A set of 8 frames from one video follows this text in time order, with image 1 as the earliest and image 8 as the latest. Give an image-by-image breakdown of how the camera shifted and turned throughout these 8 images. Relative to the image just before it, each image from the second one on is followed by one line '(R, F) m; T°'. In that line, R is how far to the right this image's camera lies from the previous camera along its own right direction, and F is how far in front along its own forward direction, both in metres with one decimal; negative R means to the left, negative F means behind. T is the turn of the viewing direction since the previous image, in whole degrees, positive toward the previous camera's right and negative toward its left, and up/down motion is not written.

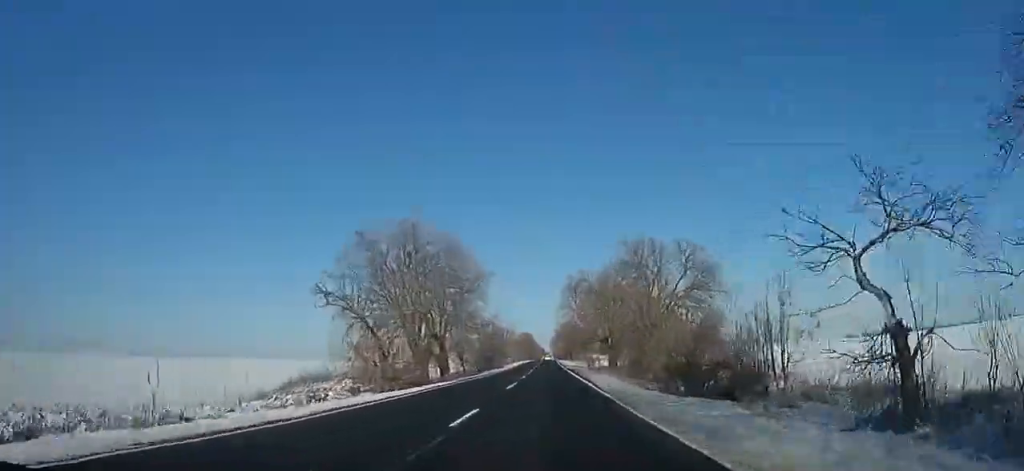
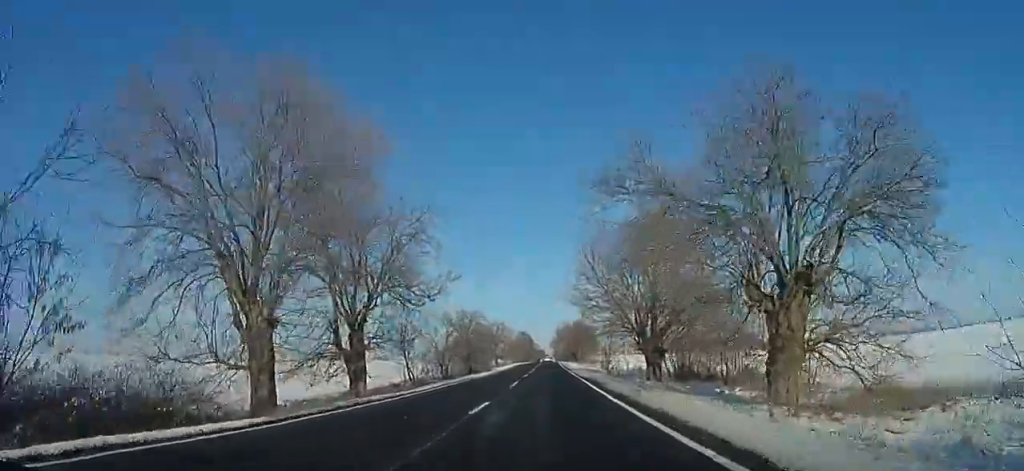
(+0.1, +21.3) m; +5°
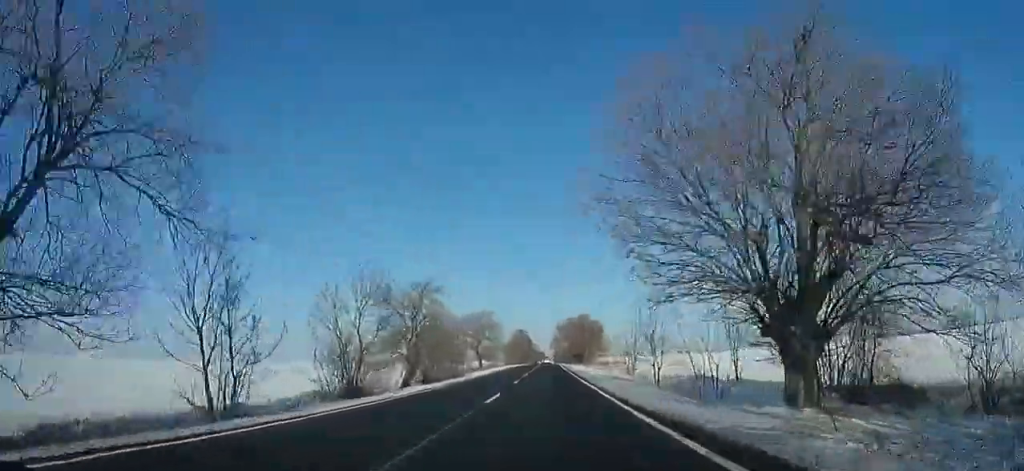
(+6.9, +20.5) m; +5°
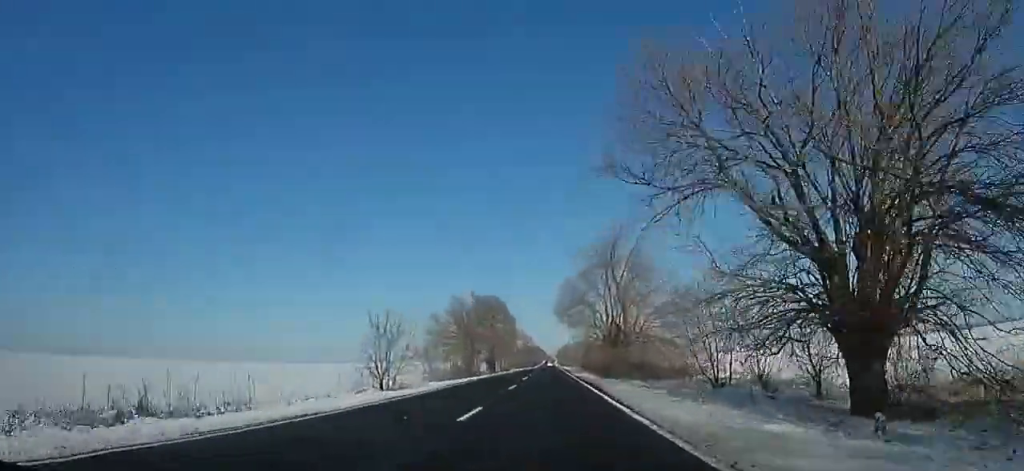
(-5.1, +100.1) m; -7°
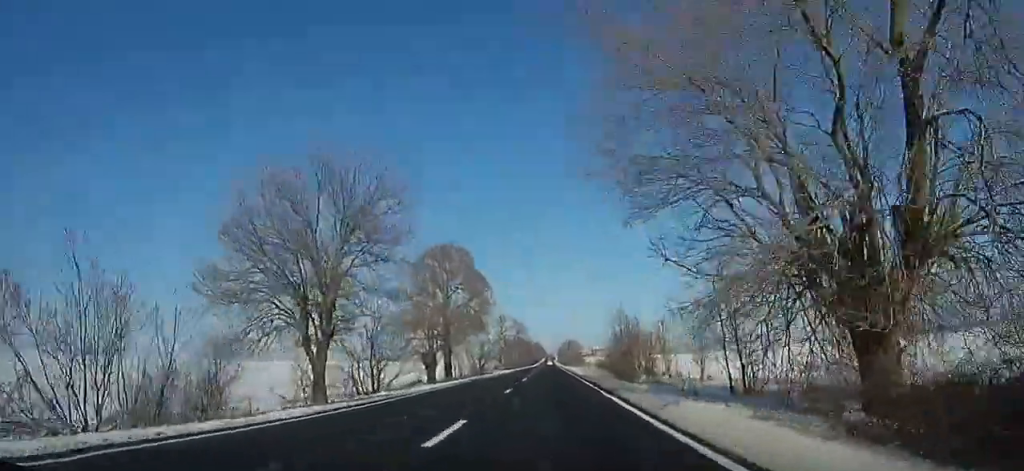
(-0.1, +39.0) m; 0°
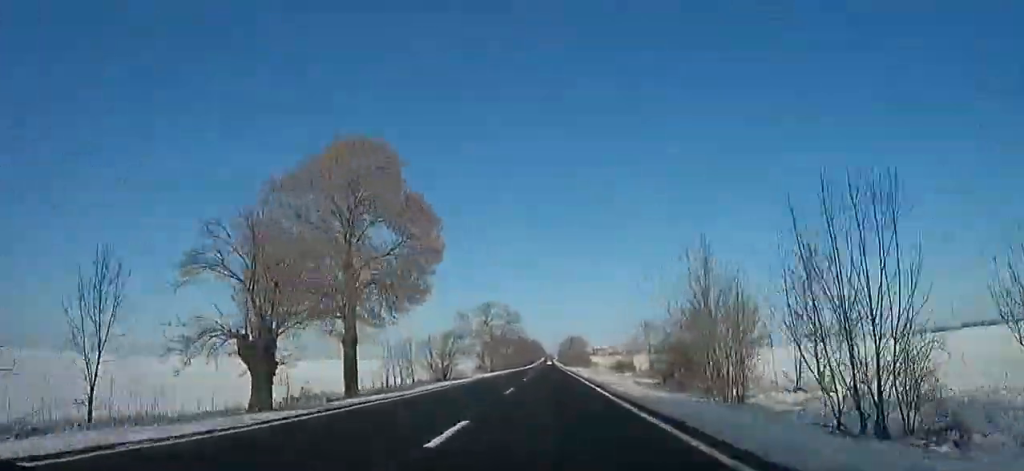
(-0.1, +23.7) m; 0°
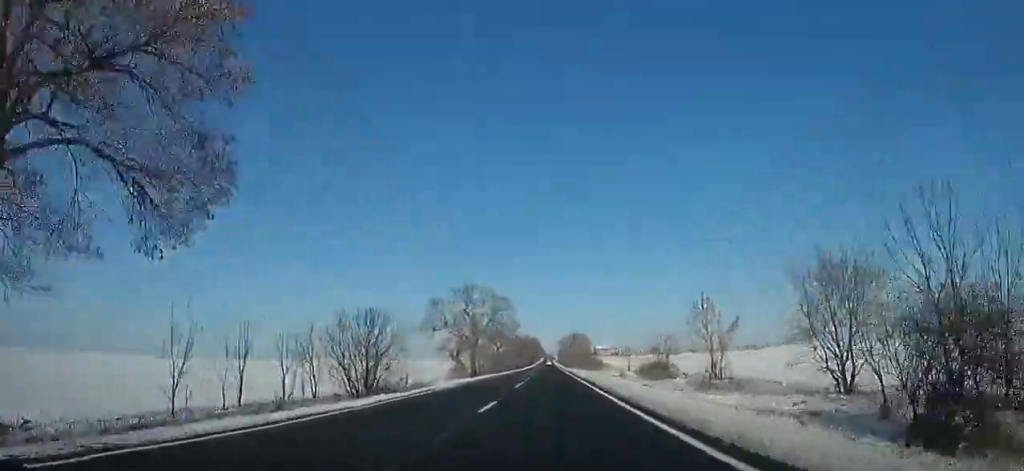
(0.0, +19.0) m; +1°
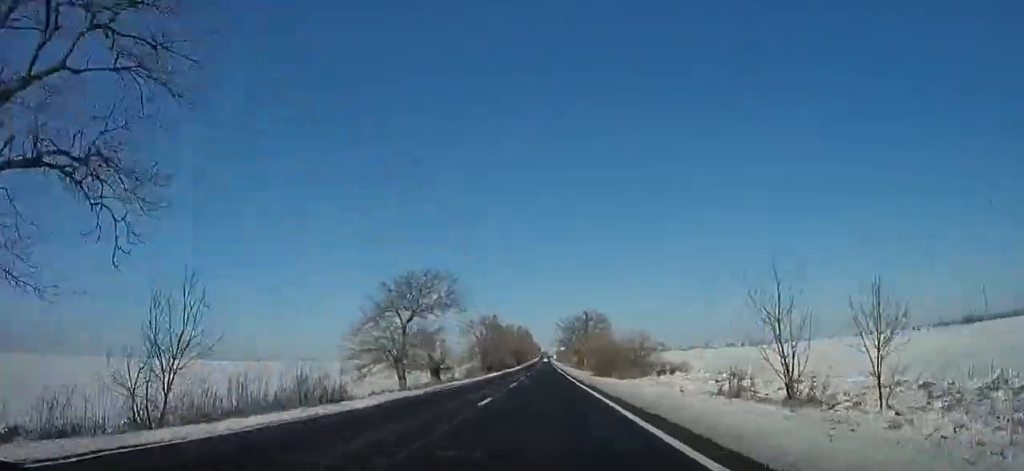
(+0.9, +57.6) m; +1°
